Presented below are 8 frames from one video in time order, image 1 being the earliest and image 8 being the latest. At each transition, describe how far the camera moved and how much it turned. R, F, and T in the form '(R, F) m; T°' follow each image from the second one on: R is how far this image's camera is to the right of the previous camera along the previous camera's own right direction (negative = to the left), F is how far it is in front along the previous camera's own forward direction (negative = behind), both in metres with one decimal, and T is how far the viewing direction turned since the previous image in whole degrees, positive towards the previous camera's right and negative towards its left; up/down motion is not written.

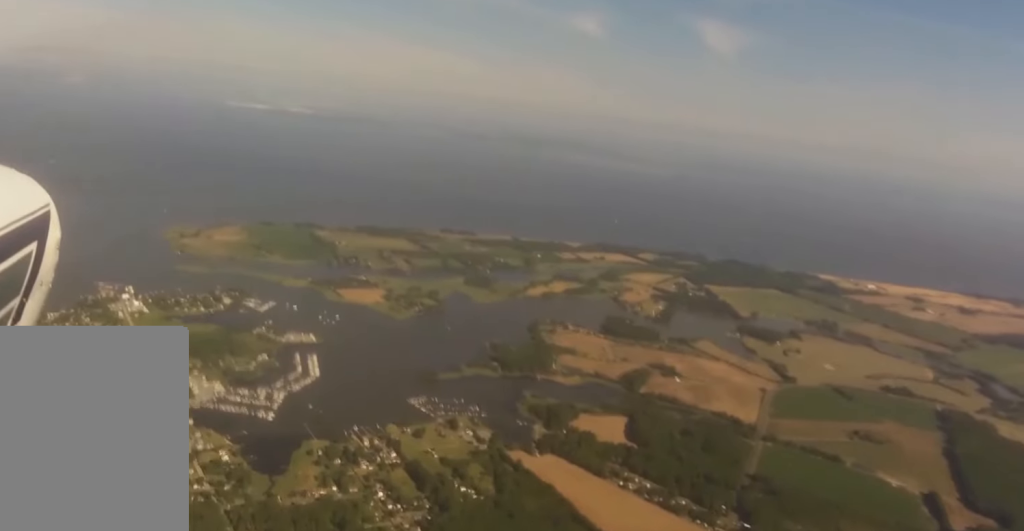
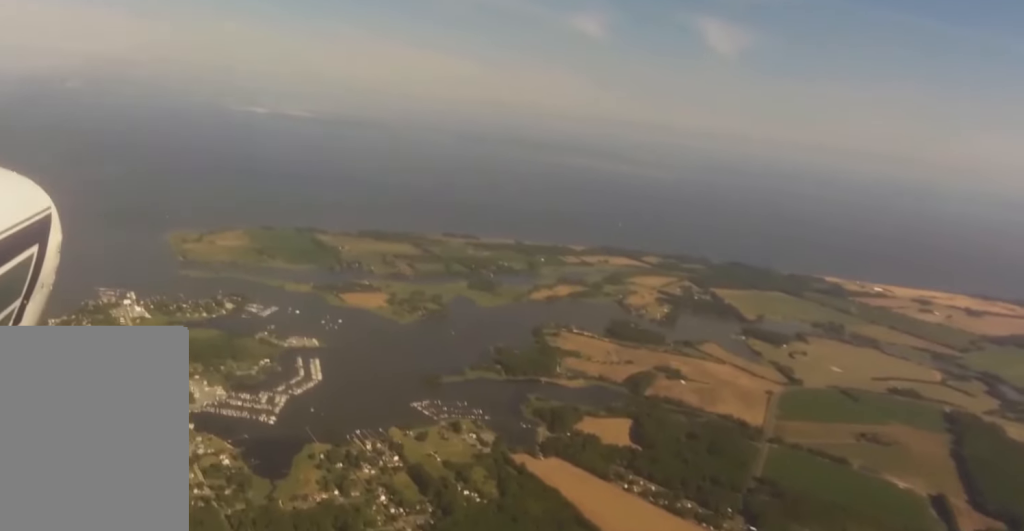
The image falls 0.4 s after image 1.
(0.0, +22.3) m; +1°
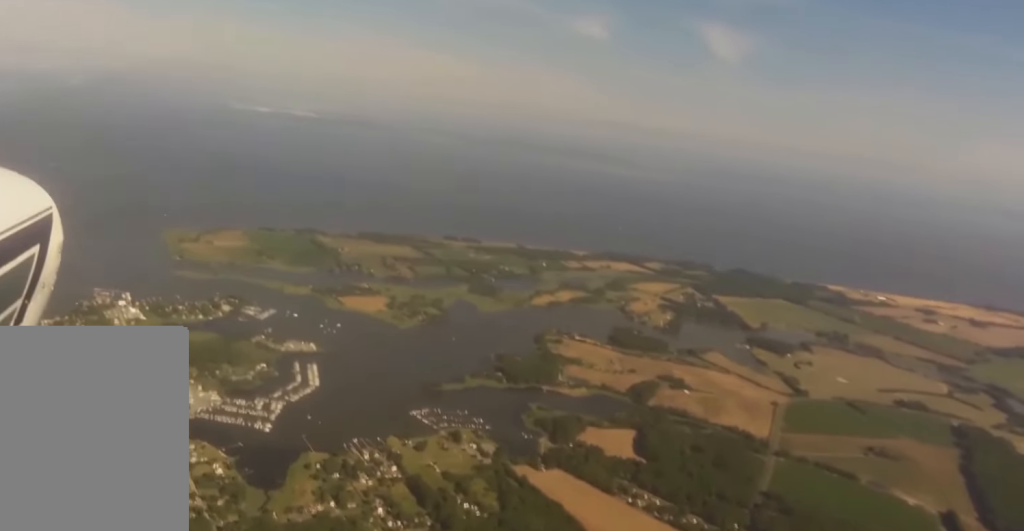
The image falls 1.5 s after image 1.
(+1.4, +52.9) m; +1°
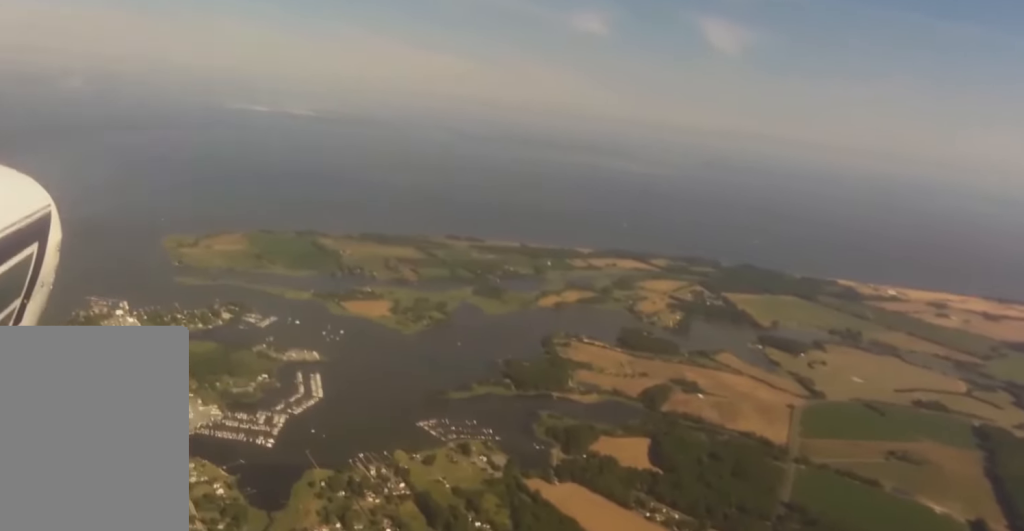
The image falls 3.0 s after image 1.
(-0.2, +73.1) m; 0°
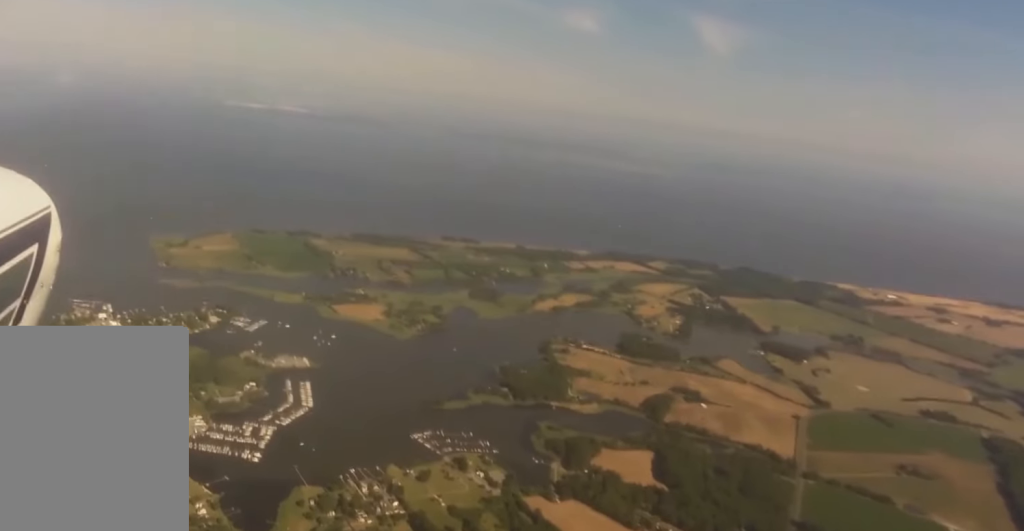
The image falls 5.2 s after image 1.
(+0.1, +104.6) m; 0°
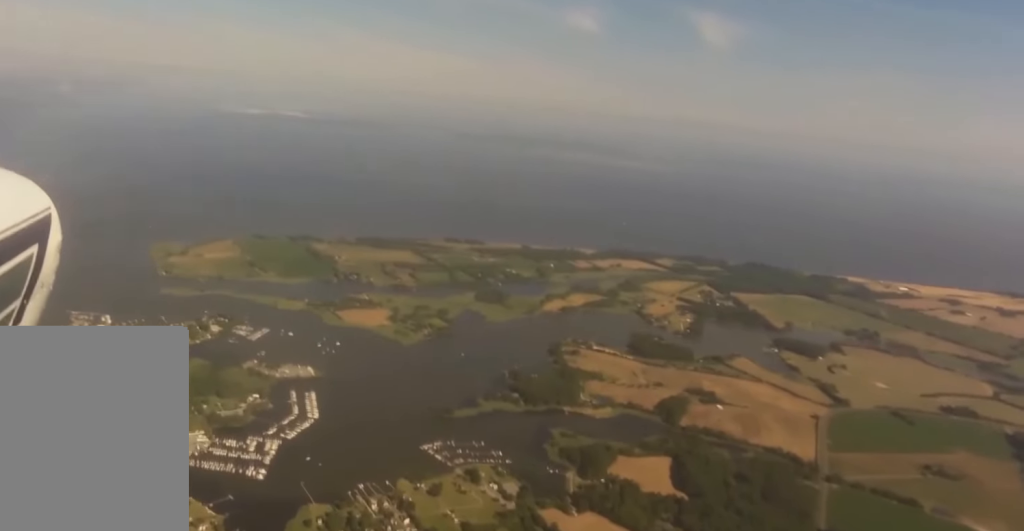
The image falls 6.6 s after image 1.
(-1.0, +64.7) m; -2°
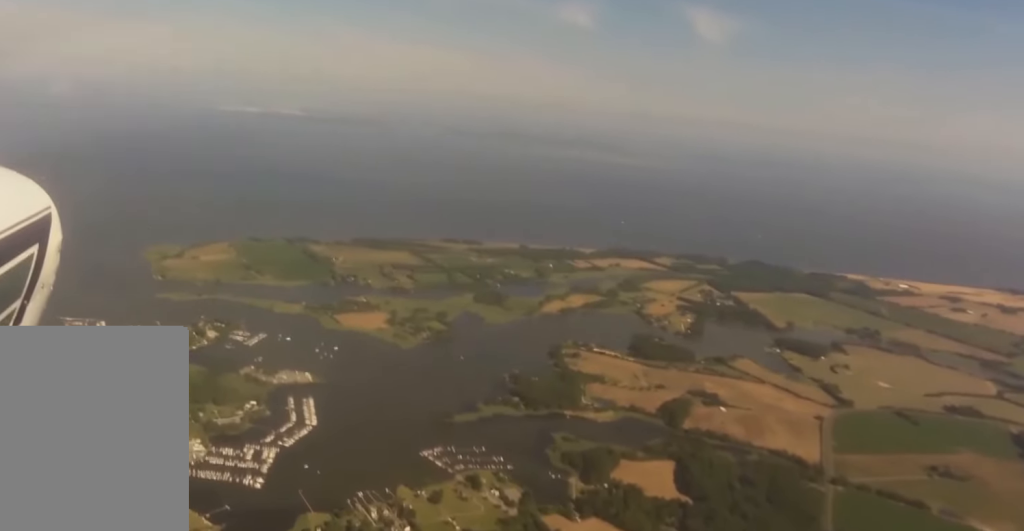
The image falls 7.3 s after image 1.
(0.0, +30.4) m; 0°
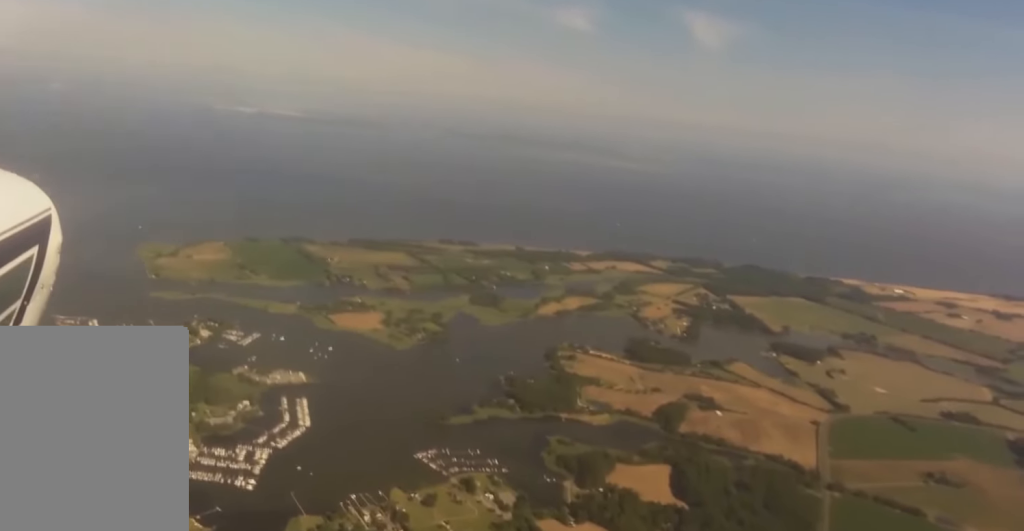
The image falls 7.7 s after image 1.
(0.0, +21.3) m; 0°
